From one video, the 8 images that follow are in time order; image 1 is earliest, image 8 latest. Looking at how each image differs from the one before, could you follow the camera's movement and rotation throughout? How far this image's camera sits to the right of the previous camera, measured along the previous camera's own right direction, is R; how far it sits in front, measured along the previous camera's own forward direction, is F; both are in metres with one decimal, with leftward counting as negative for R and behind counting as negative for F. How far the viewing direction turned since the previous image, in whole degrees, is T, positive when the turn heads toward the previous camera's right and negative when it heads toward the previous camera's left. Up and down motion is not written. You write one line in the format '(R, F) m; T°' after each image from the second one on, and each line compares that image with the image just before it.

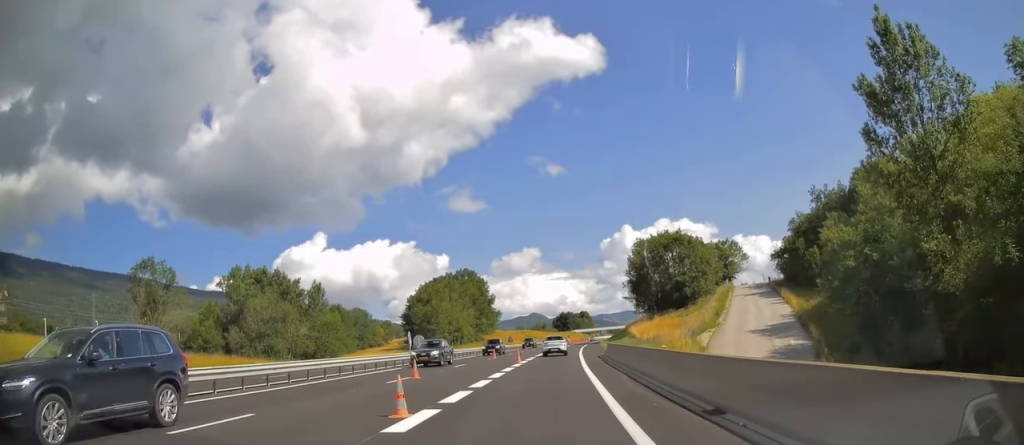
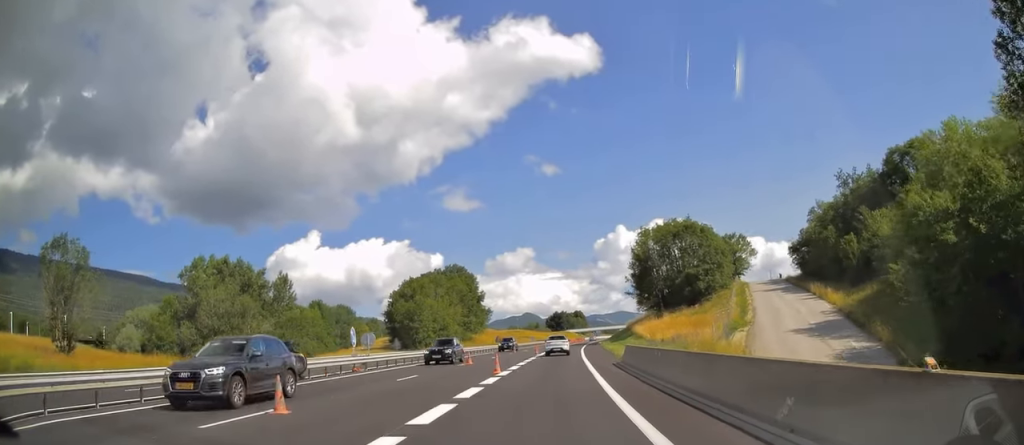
(0.0, +12.2) m; +1°
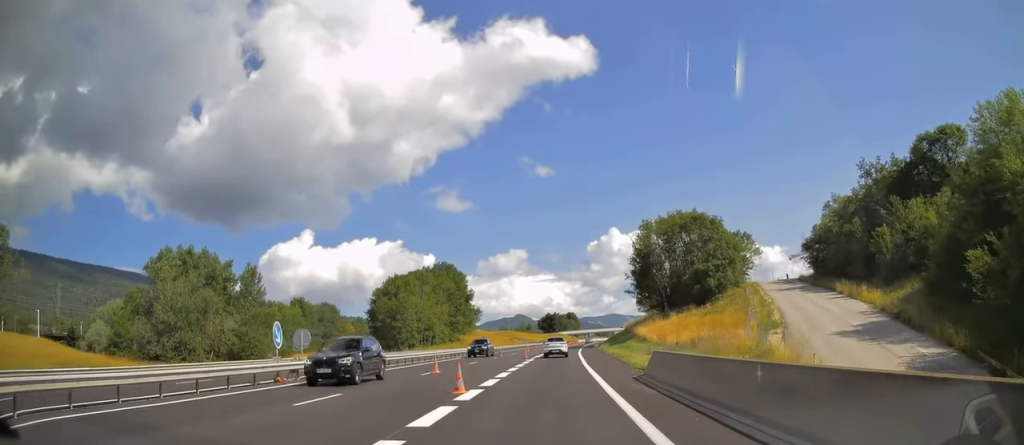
(+0.1, +8.9) m; +1°
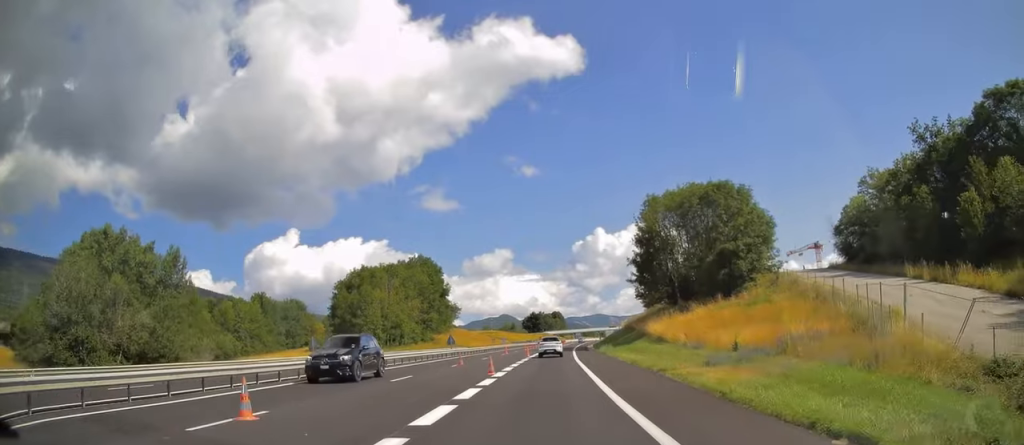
(+0.1, +17.2) m; +1°
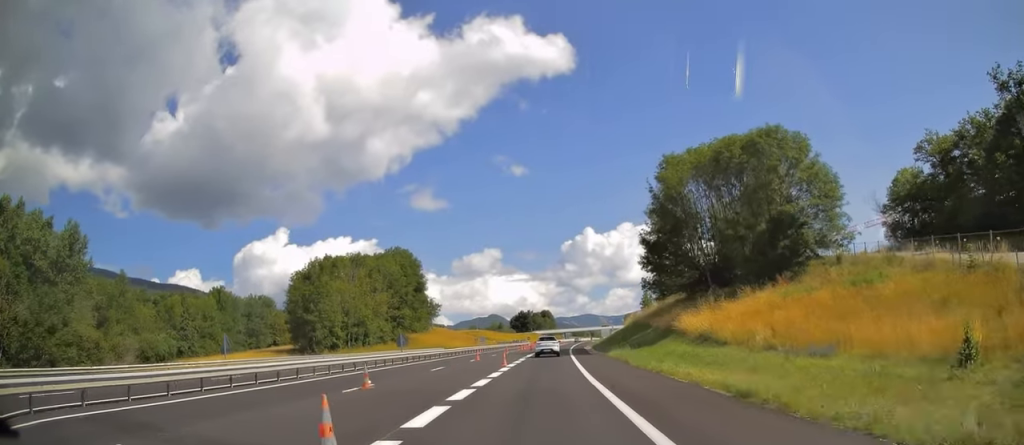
(+0.2, +17.5) m; +1°
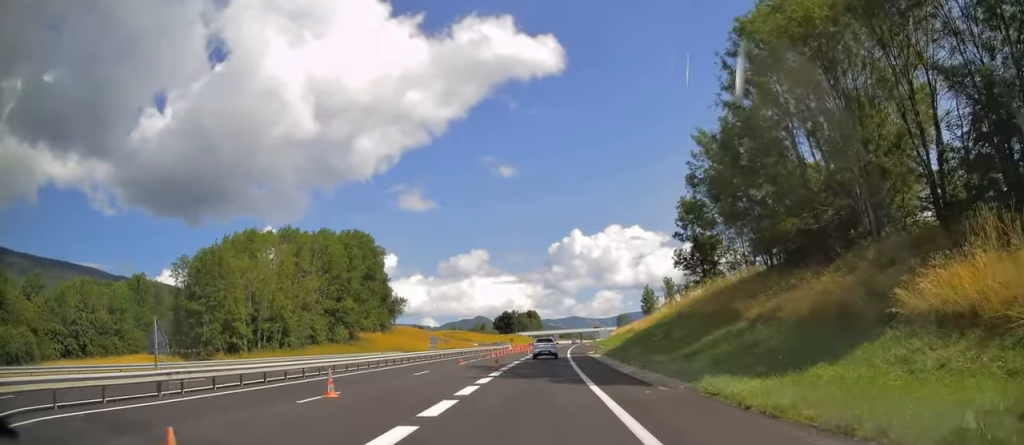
(+0.4, +28.9) m; +2°
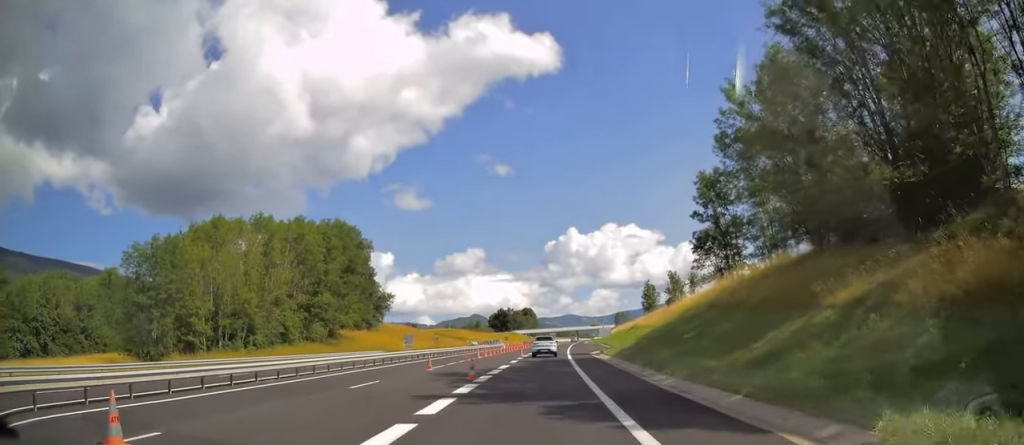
(0.0, +8.7) m; 0°
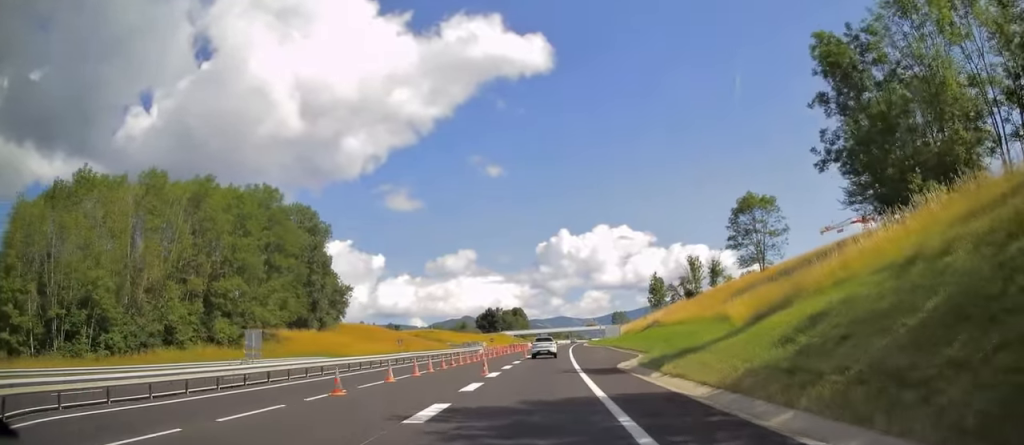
(+0.2, +25.0) m; +1°
